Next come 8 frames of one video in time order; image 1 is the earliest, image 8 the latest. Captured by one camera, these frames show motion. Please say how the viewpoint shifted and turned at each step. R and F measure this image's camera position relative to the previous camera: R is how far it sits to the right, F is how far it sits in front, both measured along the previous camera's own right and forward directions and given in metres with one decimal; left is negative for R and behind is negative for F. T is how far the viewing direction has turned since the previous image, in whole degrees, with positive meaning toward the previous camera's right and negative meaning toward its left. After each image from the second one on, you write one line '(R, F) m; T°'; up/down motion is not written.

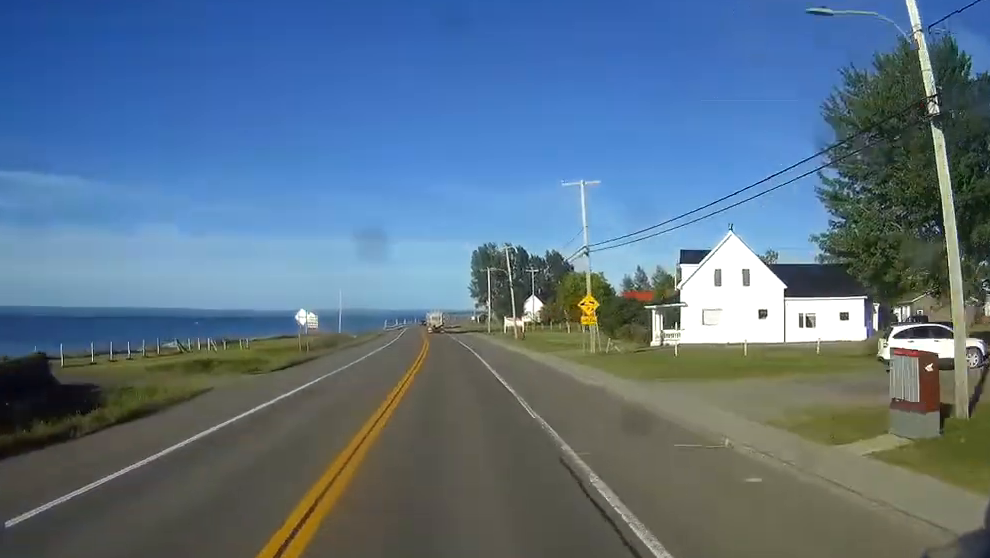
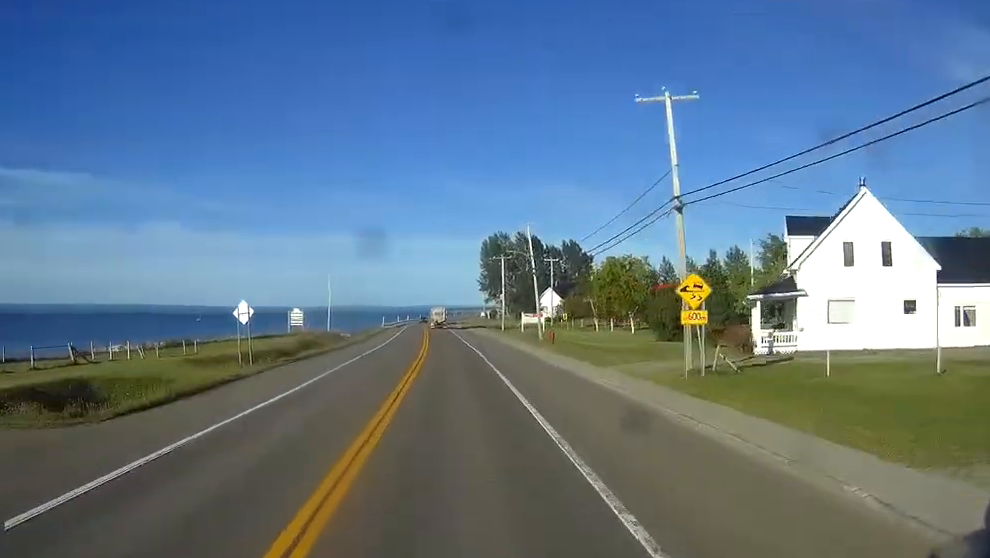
(-0.1, +19.9) m; 0°
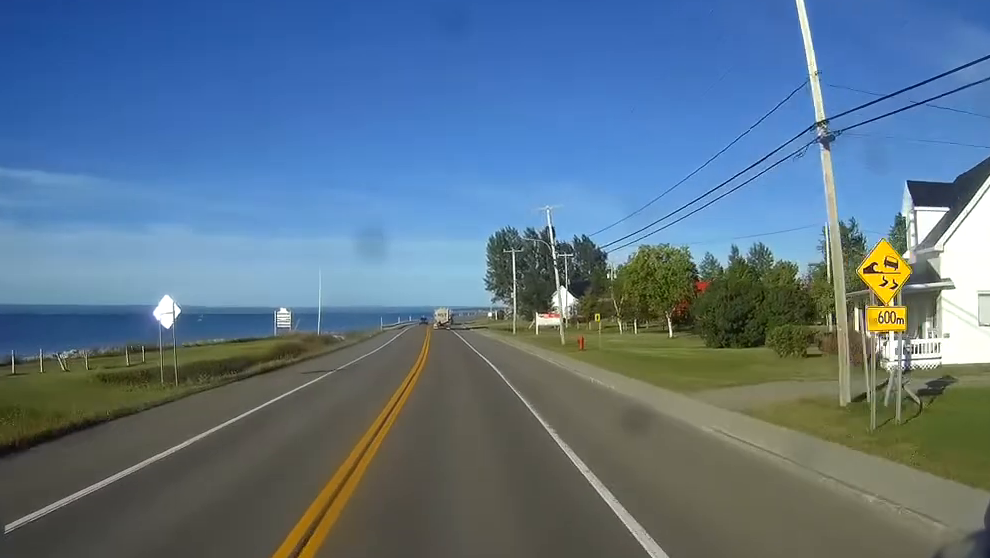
(0.0, +12.8) m; 0°
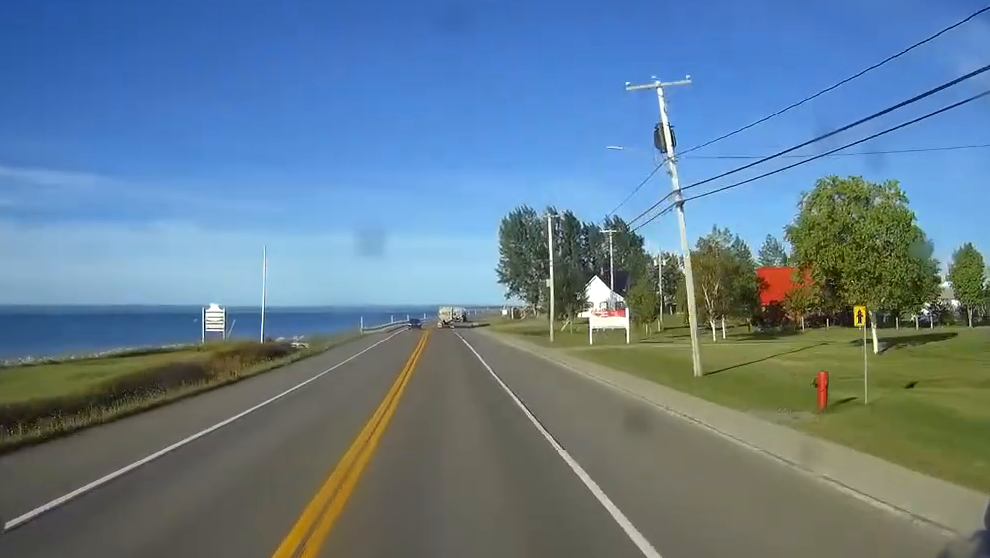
(-0.3, +34.7) m; -1°
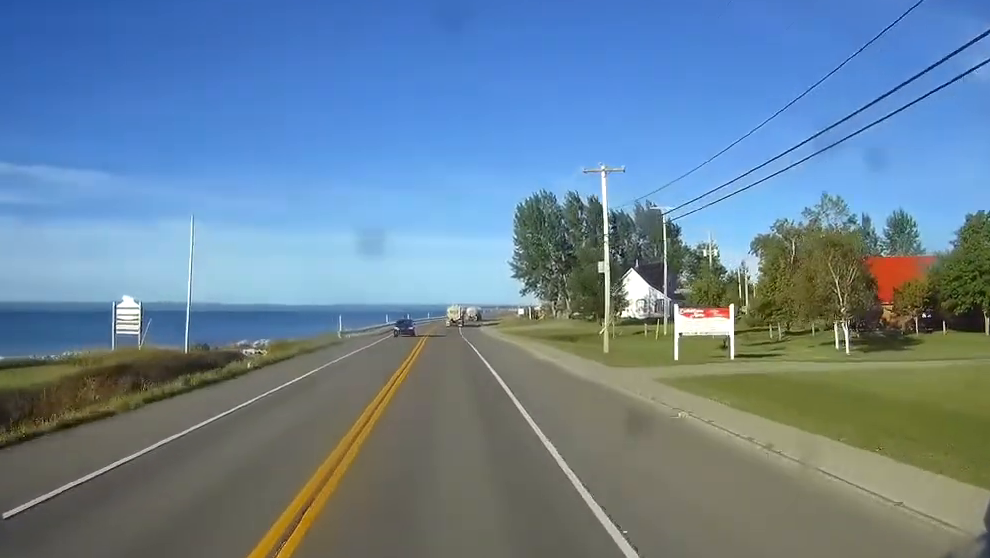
(0.0, +22.7) m; 0°
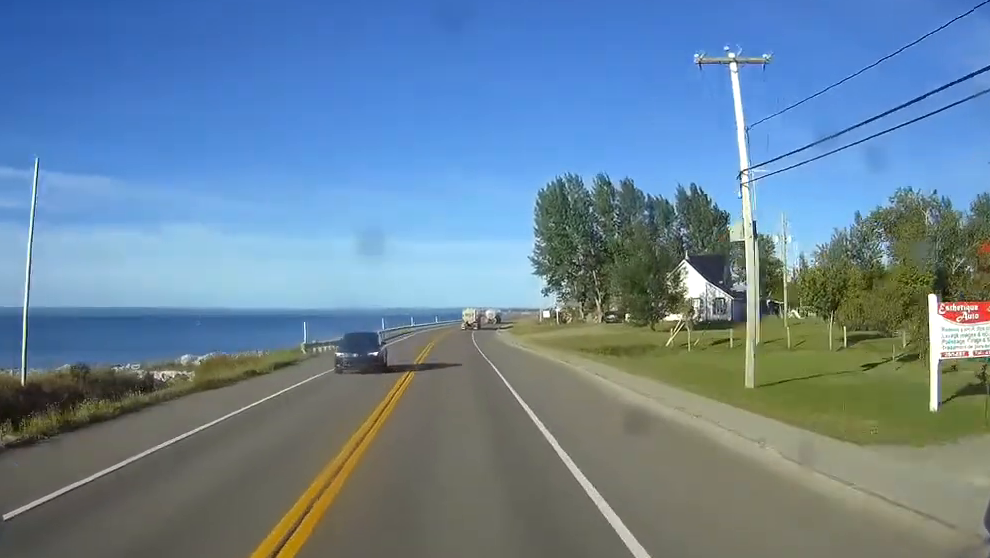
(-0.1, +21.9) m; 0°
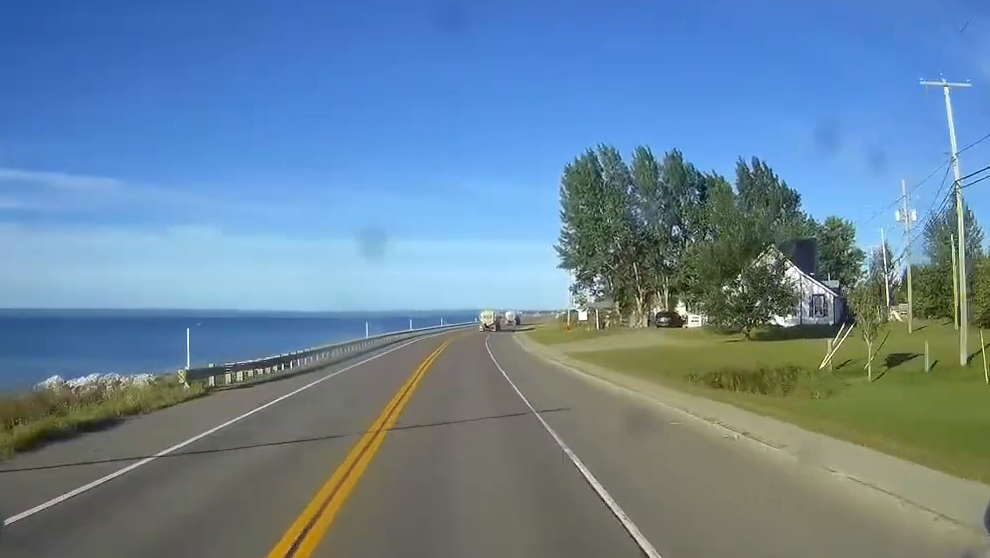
(-0.1, +24.3) m; 0°
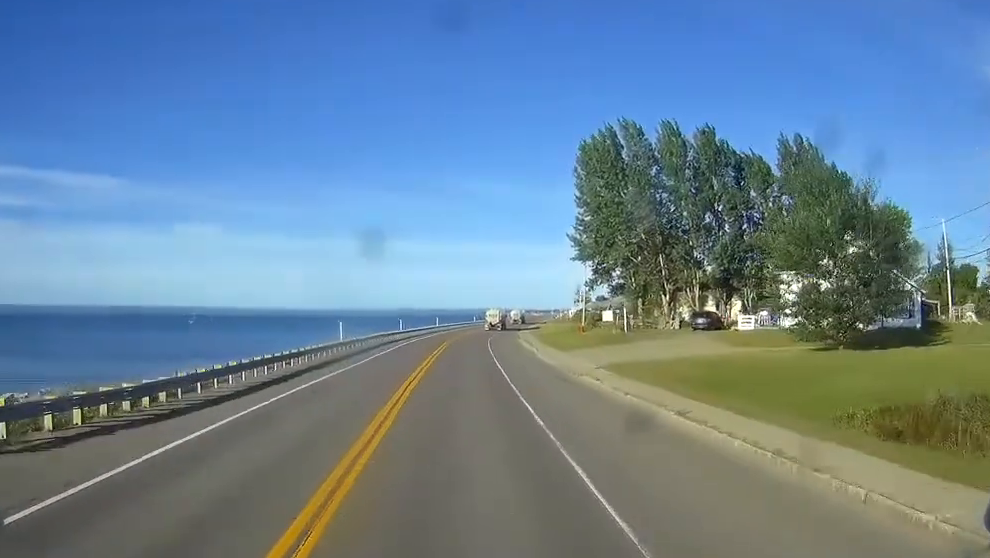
(0.0, +14.5) m; 0°
